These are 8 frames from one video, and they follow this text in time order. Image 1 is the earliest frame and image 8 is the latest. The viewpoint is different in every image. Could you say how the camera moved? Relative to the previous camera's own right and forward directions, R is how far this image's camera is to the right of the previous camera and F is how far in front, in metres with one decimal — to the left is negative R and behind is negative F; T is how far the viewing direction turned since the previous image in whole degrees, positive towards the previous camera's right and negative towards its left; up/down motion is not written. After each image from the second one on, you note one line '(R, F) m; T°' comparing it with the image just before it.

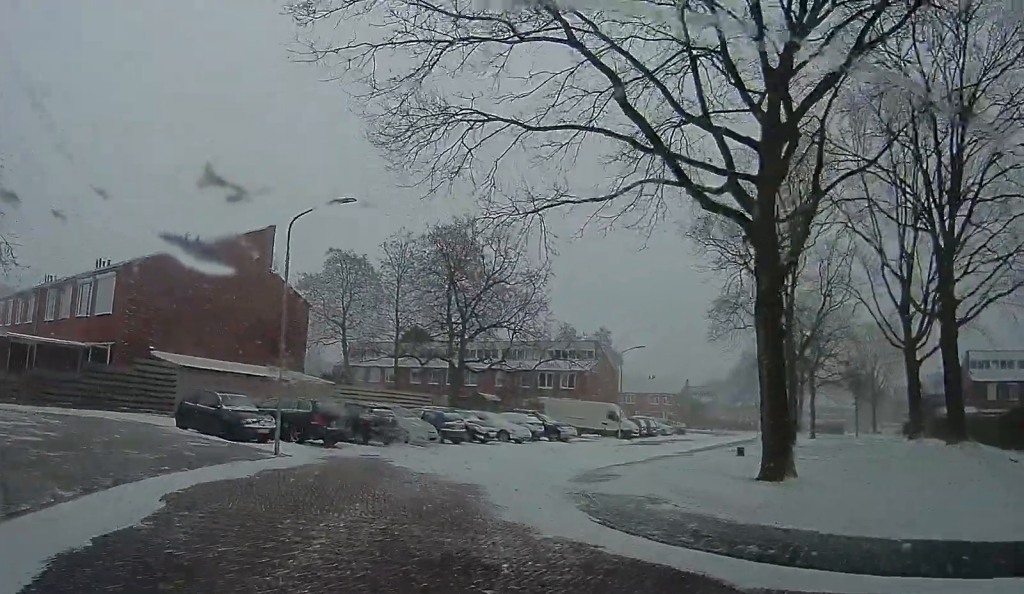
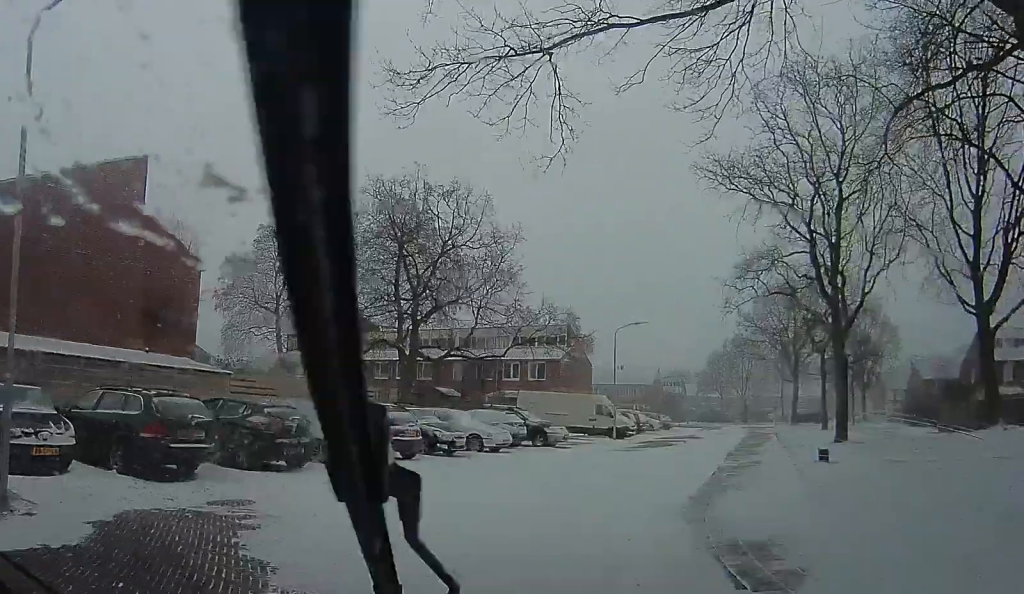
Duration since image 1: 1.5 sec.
(-1.1, +8.3) m; -8°
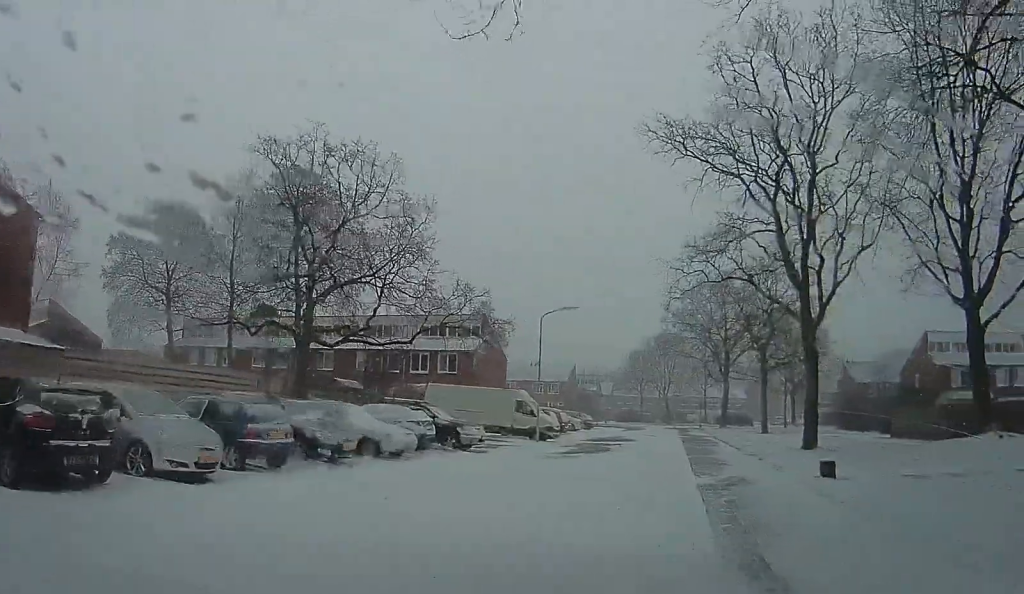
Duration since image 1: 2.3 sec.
(0.0, +4.5) m; +4°
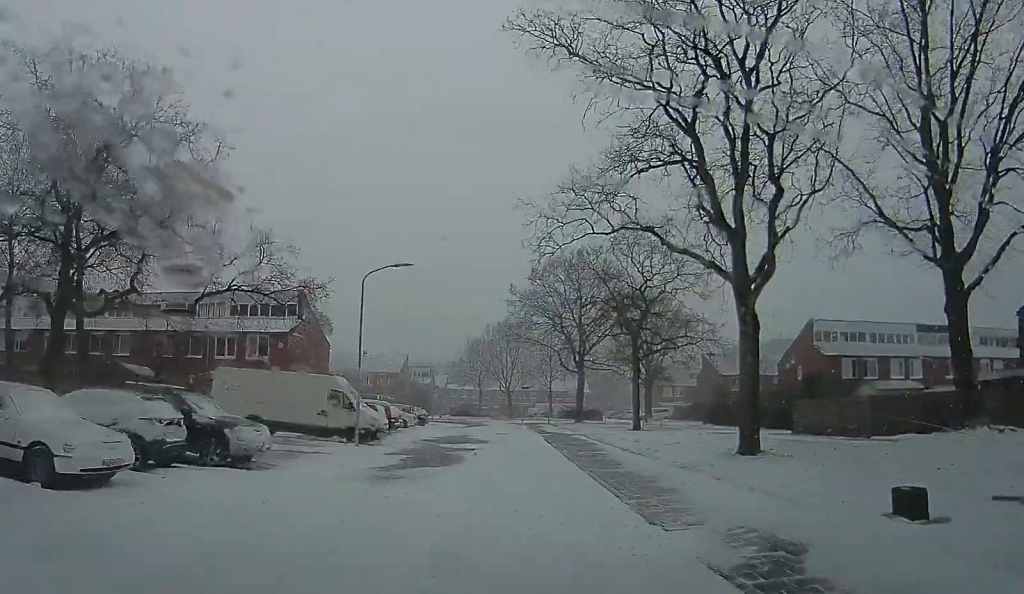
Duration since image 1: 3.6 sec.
(+0.8, +7.3) m; +22°
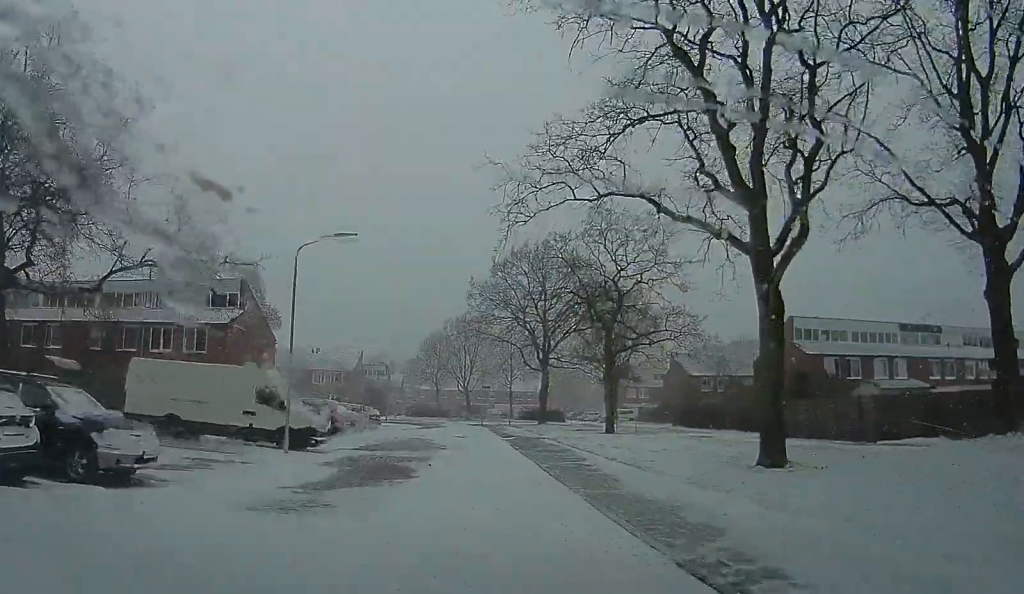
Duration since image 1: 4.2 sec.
(+0.4, +3.5) m; +8°
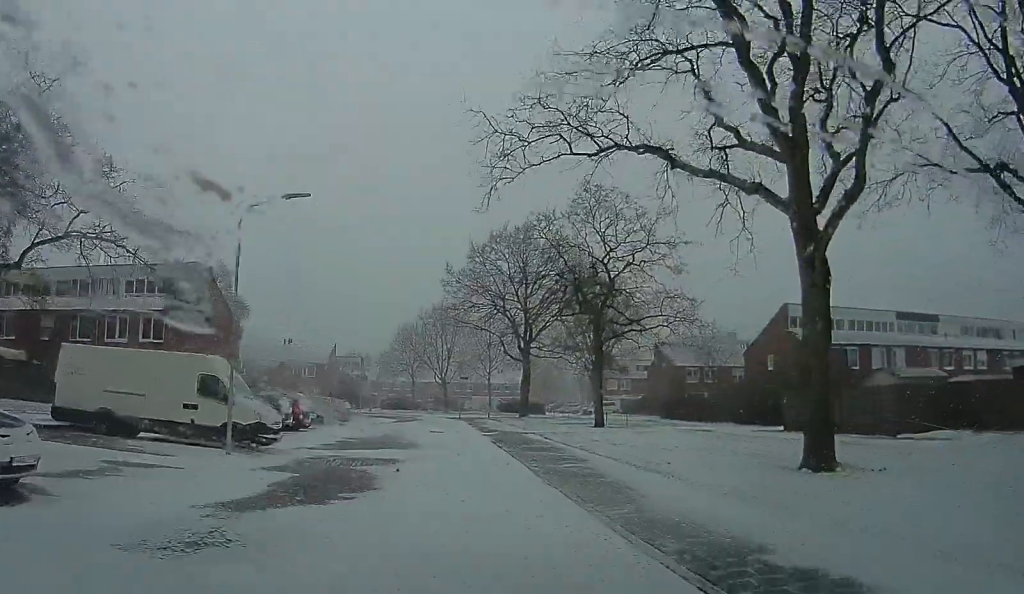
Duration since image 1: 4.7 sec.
(+0.6, +2.8) m; +3°
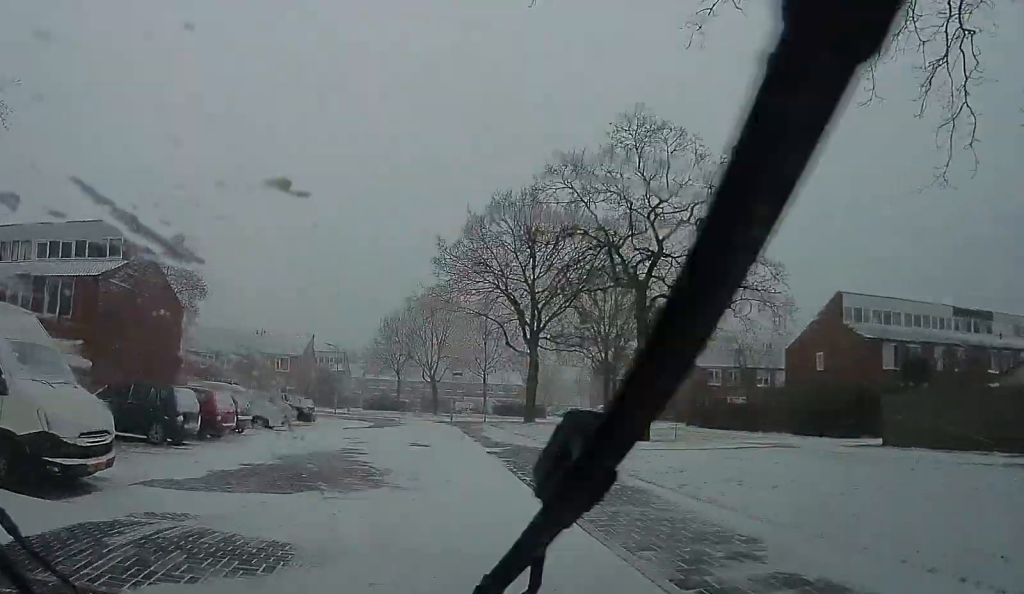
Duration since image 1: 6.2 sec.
(-0.5, +8.7) m; -4°
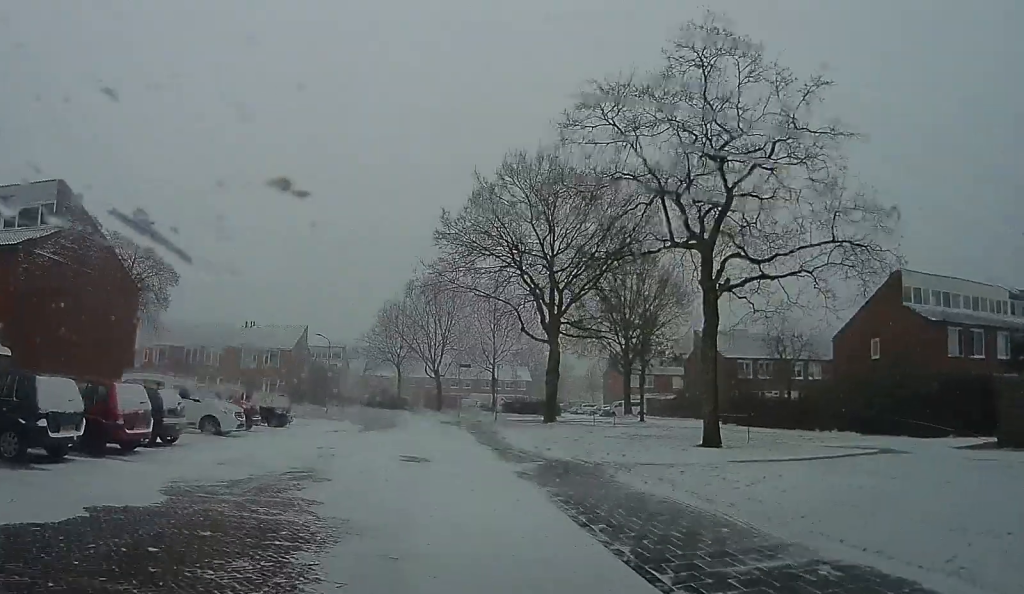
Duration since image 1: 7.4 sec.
(+0.2, +6.5) m; +2°
